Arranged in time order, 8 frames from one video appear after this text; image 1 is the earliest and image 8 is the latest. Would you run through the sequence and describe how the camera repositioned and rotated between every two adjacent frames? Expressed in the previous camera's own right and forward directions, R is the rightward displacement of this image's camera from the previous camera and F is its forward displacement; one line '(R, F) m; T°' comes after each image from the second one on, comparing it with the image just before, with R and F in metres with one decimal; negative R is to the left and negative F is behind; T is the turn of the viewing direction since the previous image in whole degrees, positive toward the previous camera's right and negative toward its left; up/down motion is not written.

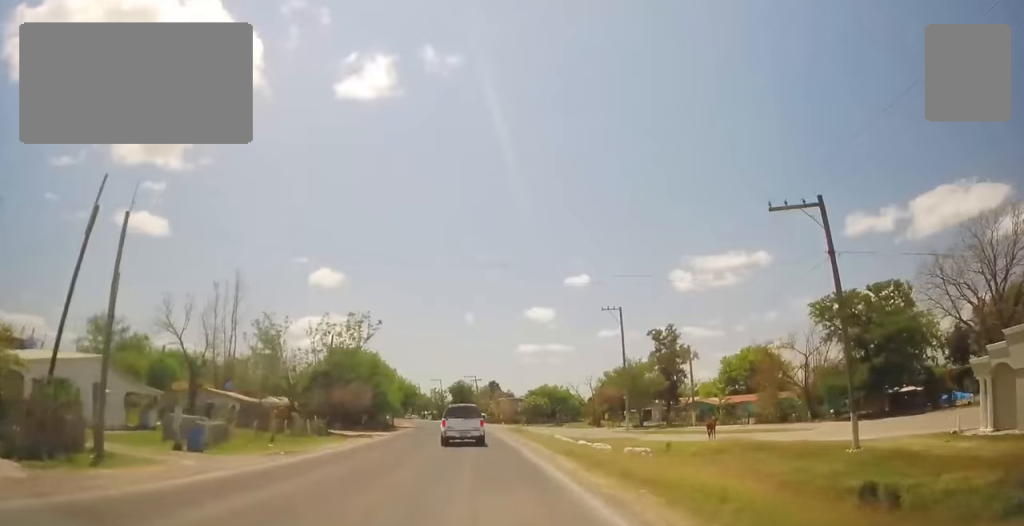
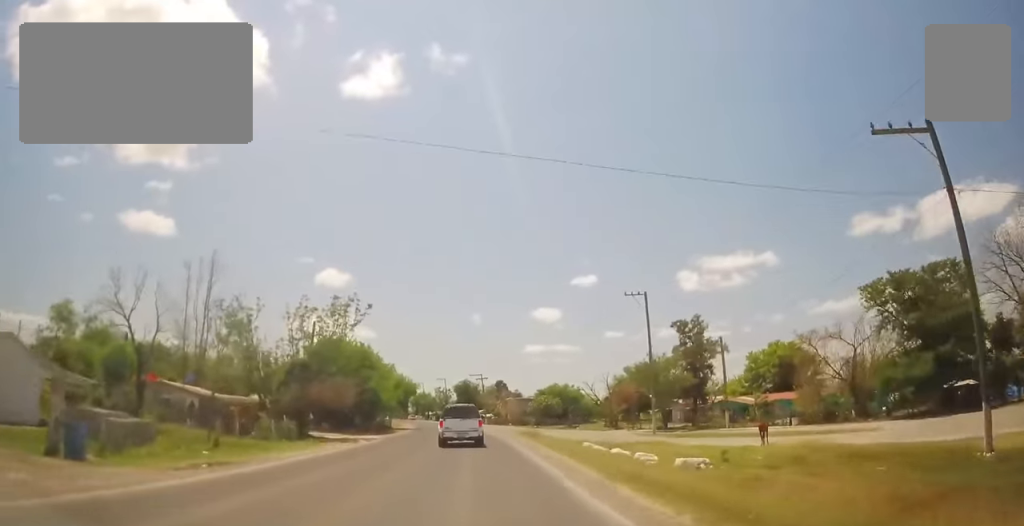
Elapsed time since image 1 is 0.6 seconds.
(-0.1, +6.9) m; -1°
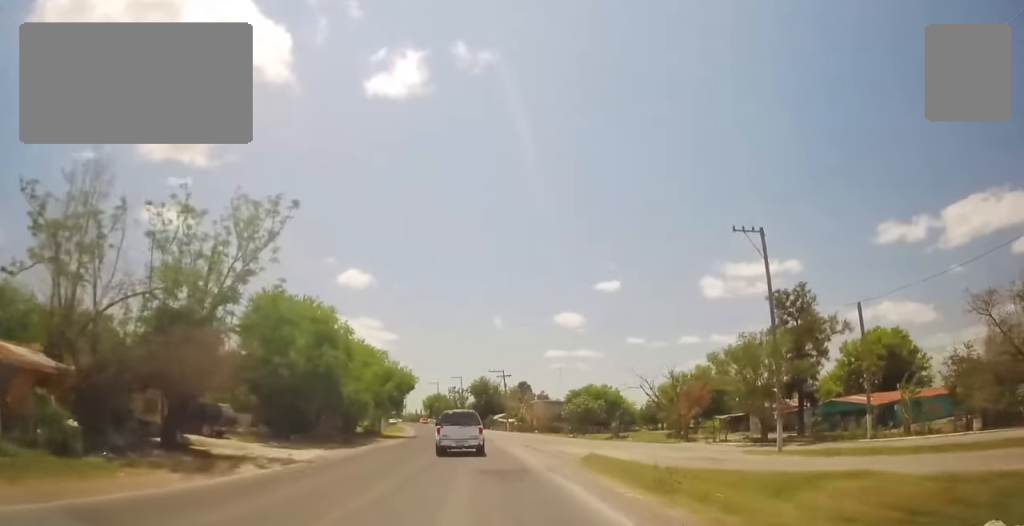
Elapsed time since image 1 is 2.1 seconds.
(-0.2, +19.2) m; 0°
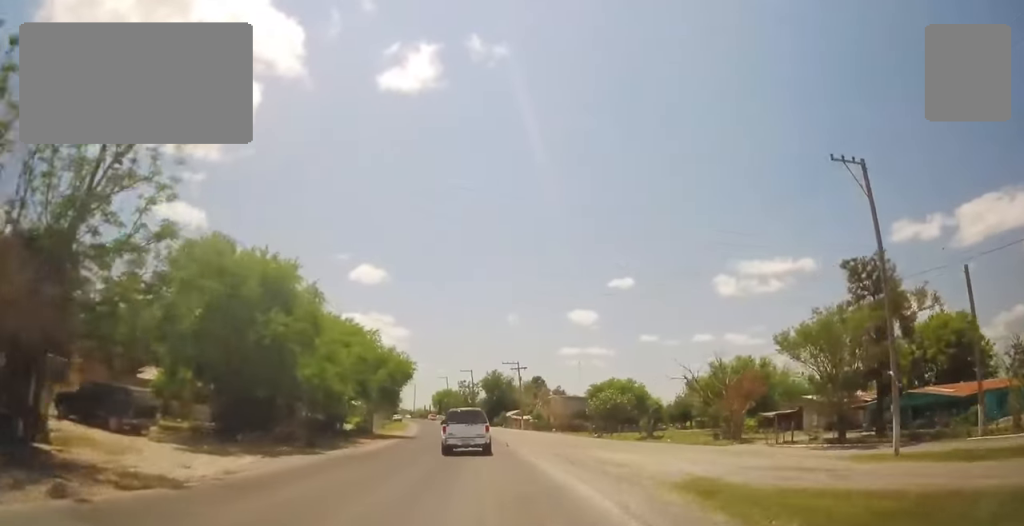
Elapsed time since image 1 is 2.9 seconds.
(+0.2, +9.1) m; -2°
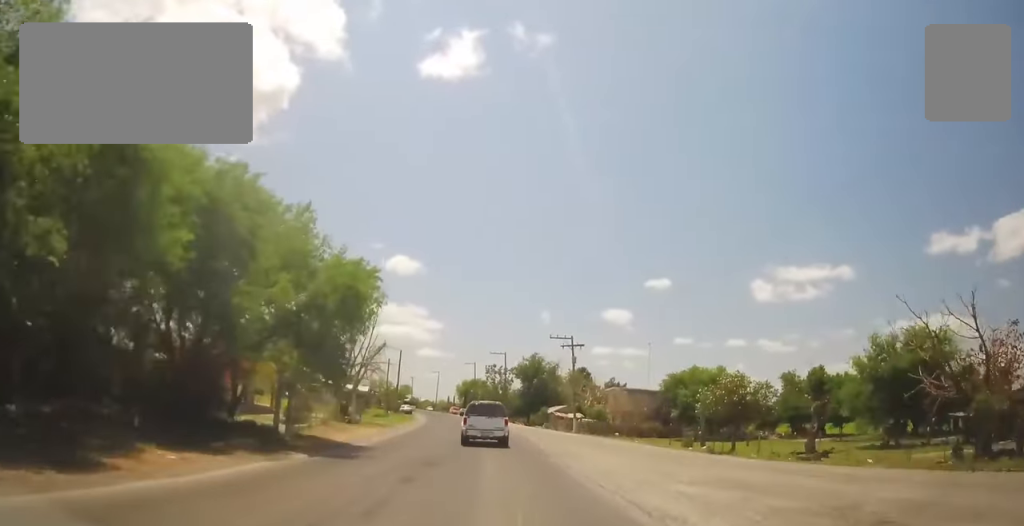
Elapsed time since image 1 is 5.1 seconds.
(-1.7, +24.8) m; -5°
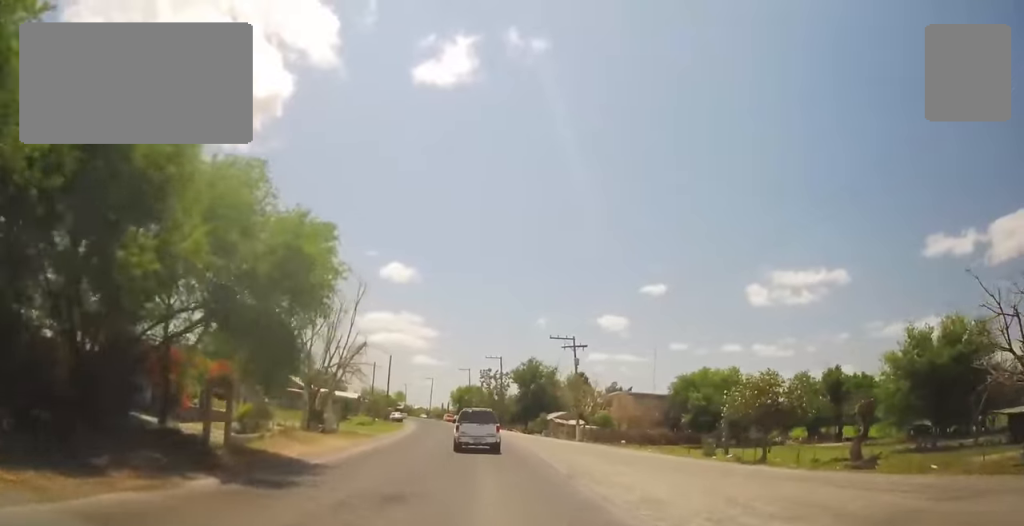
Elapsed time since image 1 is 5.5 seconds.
(0.0, +4.8) m; 0°
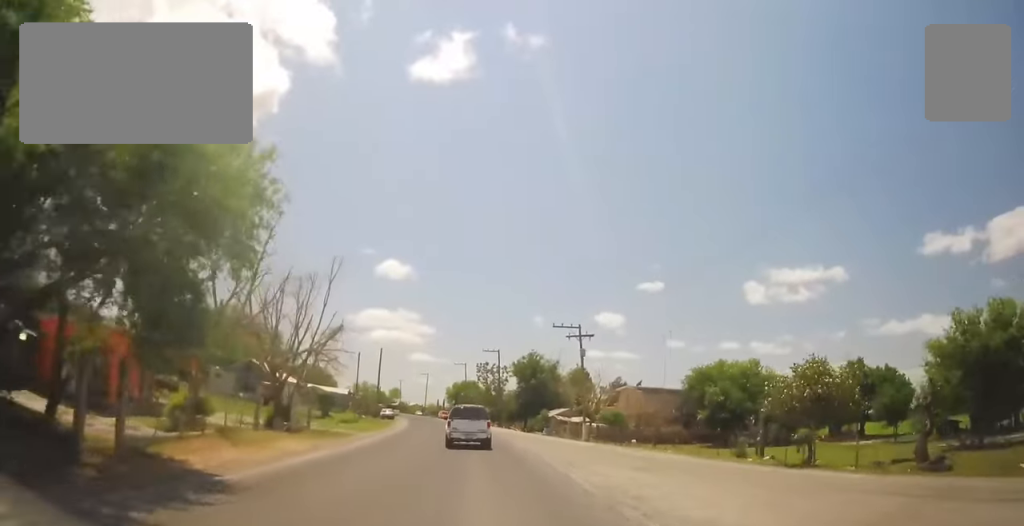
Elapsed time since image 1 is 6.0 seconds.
(0.0, +5.1) m; 0°
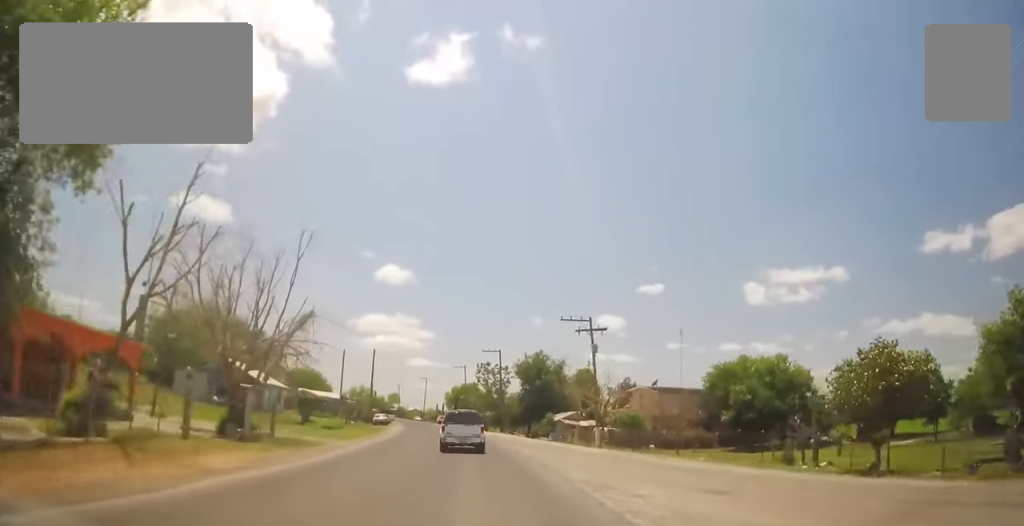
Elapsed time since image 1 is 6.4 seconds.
(0.0, +5.2) m; 0°
